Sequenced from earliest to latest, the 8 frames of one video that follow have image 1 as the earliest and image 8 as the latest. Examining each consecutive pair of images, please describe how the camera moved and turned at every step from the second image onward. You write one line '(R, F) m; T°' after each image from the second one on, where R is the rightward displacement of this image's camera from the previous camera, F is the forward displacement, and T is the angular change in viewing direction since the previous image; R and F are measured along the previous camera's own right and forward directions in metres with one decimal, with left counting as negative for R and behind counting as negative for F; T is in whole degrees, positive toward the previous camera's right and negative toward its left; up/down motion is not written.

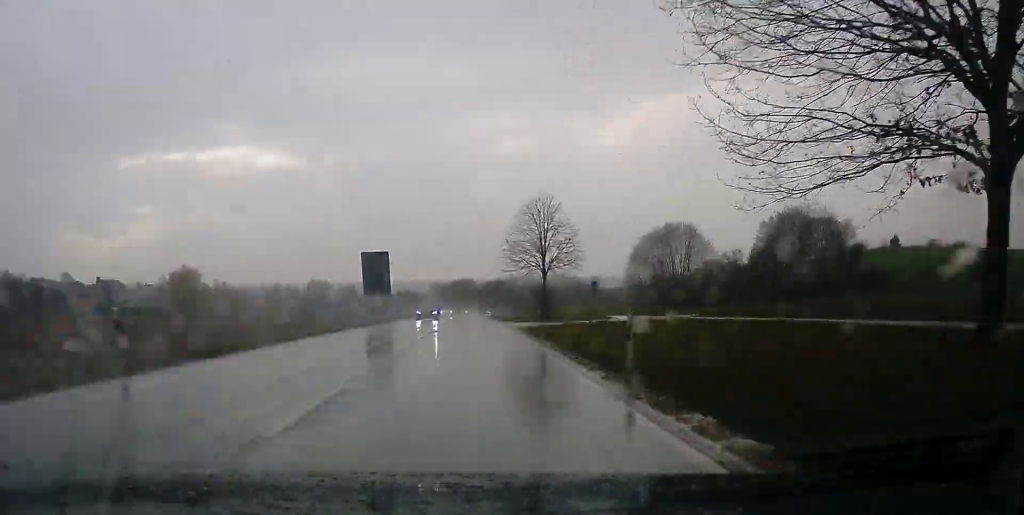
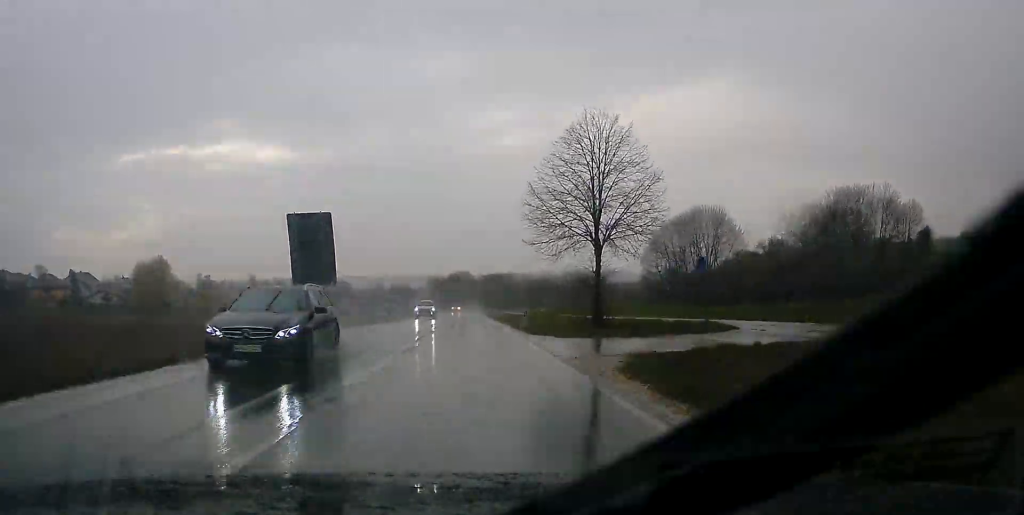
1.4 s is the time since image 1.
(-0.1, +26.5) m; 0°
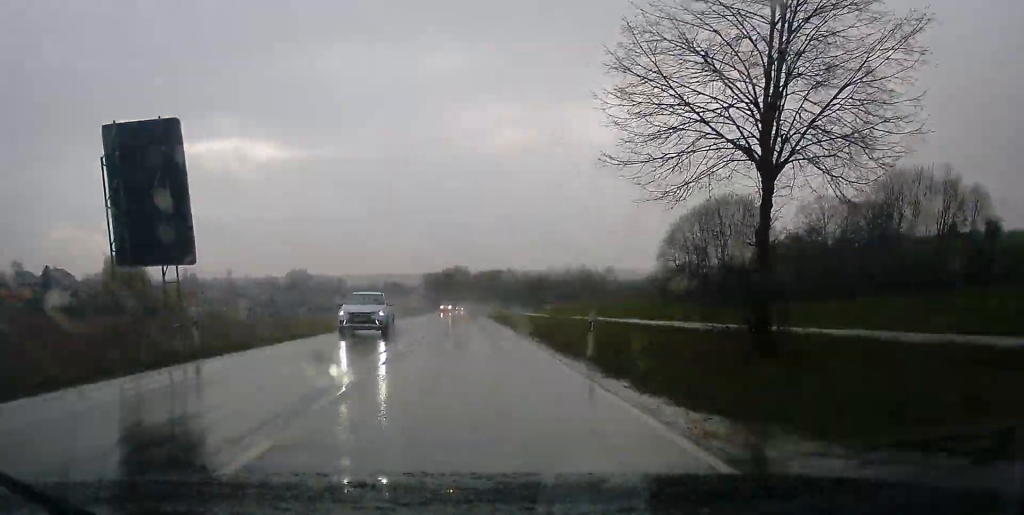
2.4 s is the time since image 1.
(0.0, +21.1) m; 0°
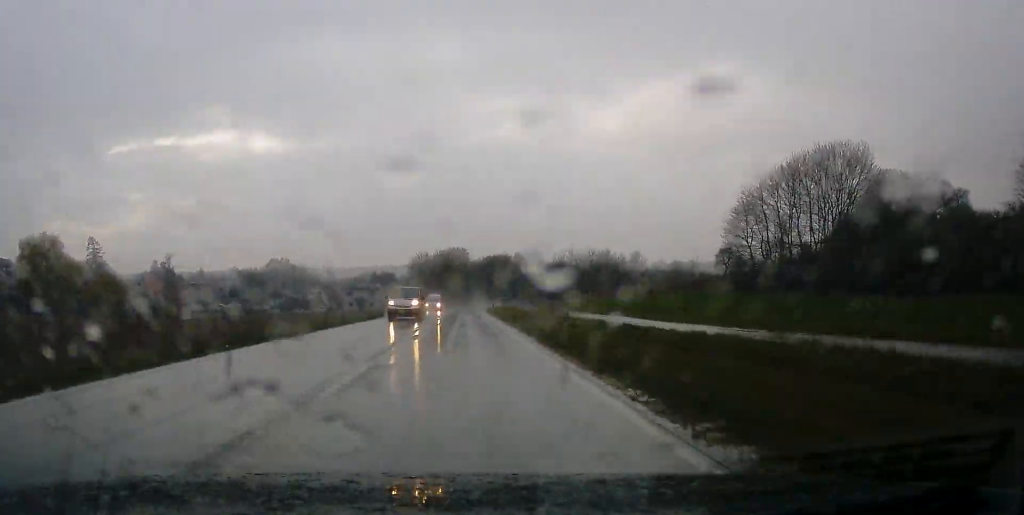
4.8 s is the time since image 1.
(+0.4, +48.7) m; 0°
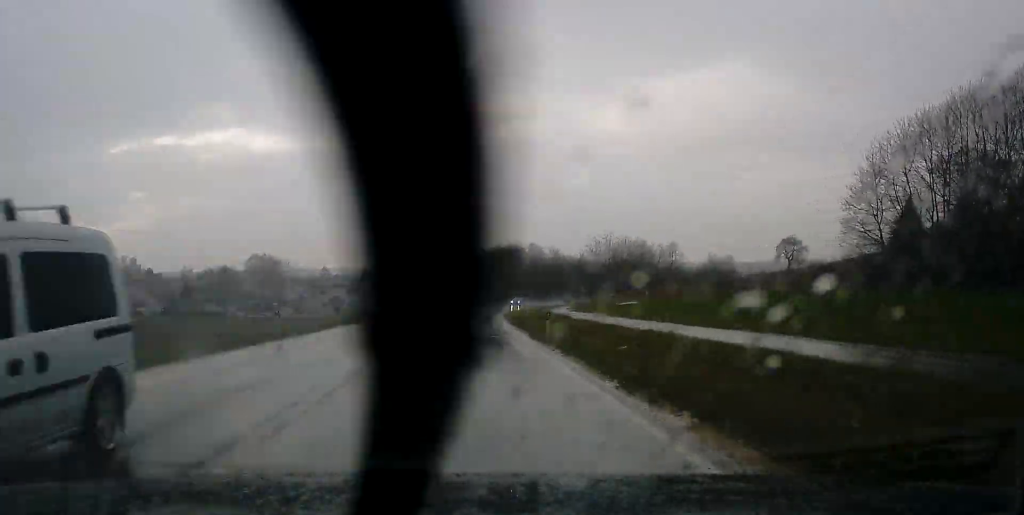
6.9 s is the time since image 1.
(-0.1, +45.3) m; +1°
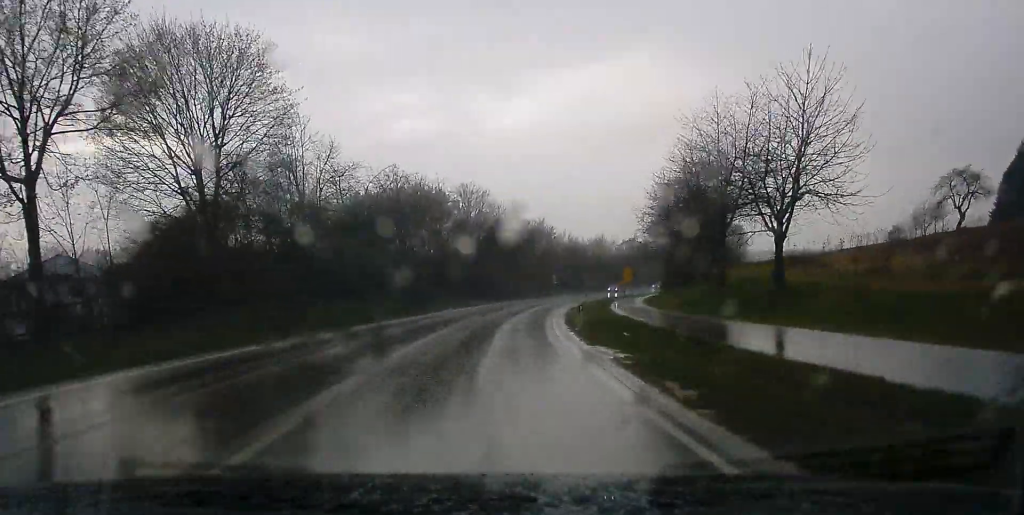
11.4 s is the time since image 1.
(+5.2, +94.8) m; +9°
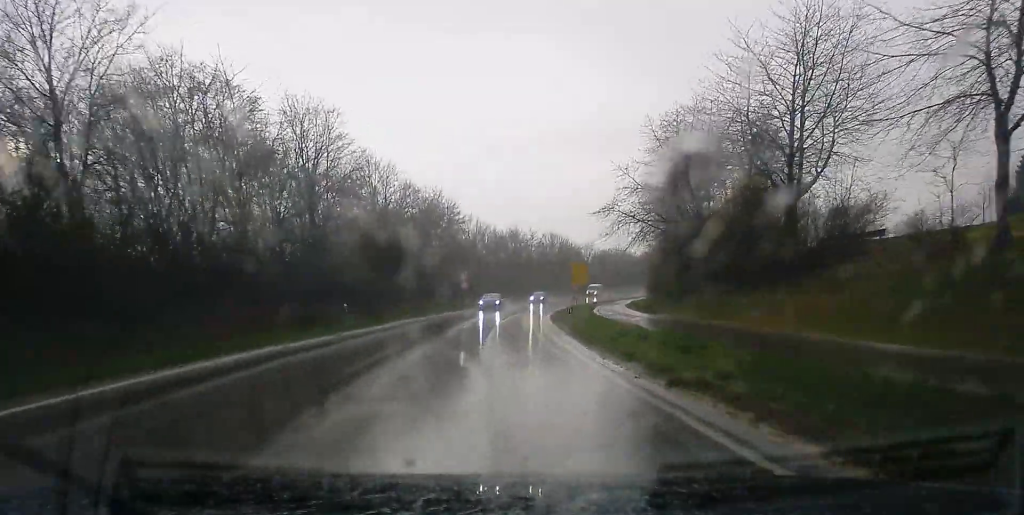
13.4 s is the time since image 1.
(+2.4, +43.2) m; +6°
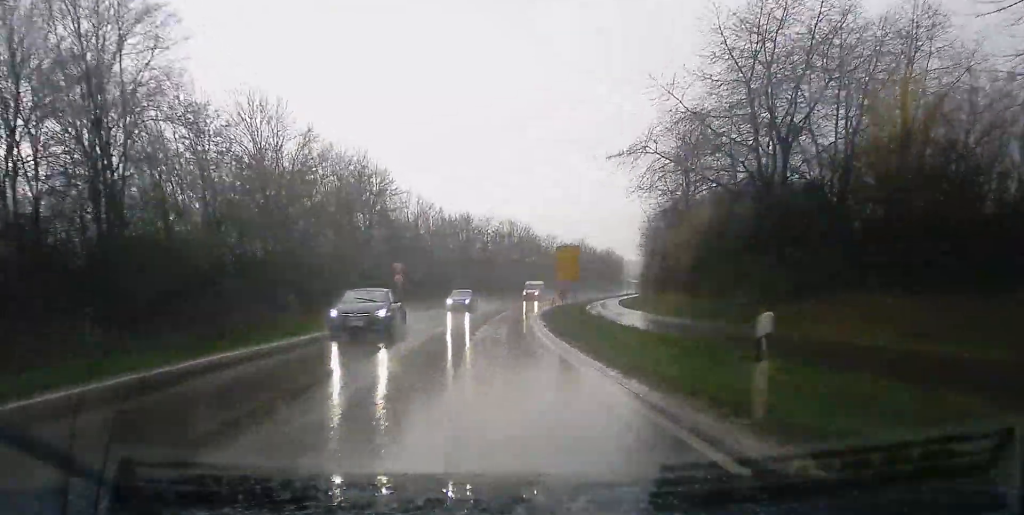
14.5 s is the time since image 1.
(+0.2, +22.2) m; +3°
